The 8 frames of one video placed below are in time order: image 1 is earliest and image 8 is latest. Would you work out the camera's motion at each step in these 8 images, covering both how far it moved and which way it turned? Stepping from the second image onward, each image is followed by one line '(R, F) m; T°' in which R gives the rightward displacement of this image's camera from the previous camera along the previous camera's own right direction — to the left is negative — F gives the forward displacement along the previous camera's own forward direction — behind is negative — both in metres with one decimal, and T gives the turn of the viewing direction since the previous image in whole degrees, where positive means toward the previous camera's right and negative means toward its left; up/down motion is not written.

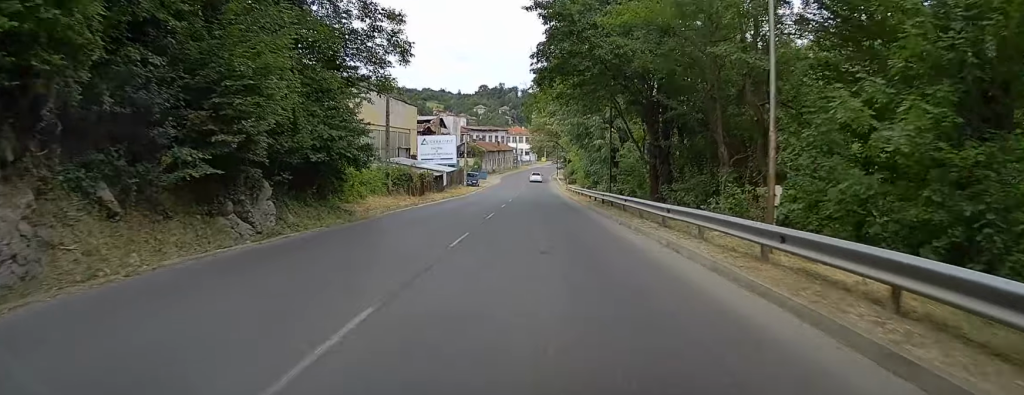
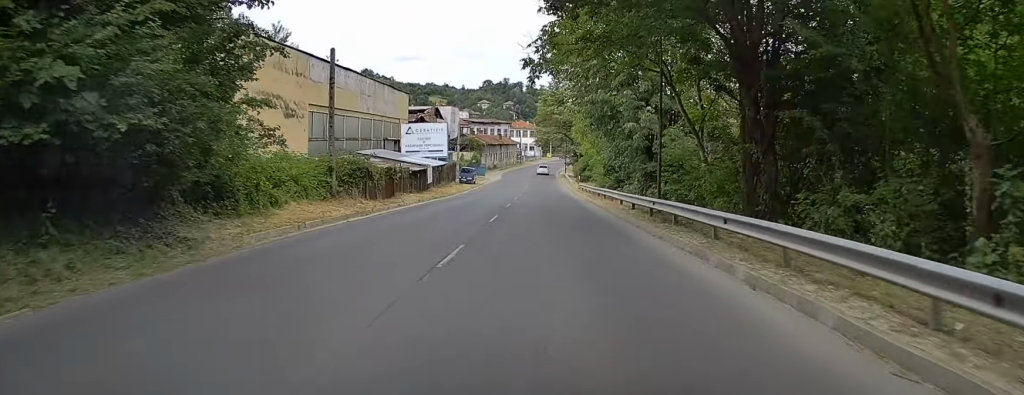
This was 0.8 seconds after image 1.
(-0.1, +12.0) m; -1°
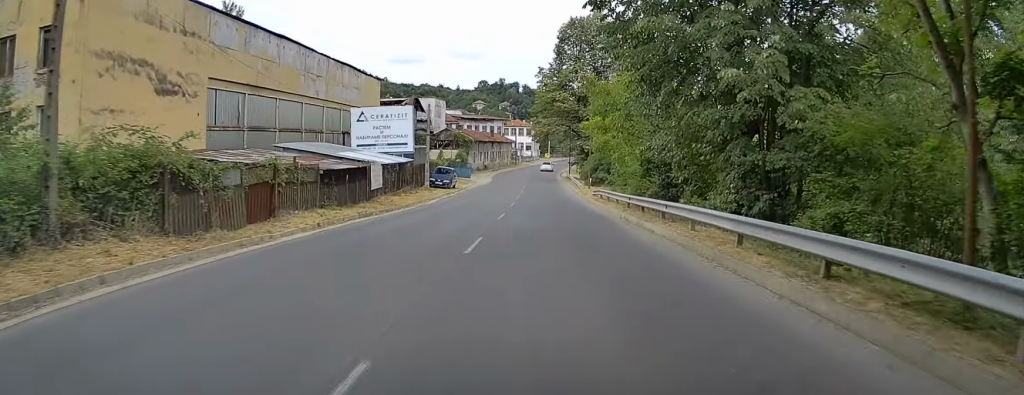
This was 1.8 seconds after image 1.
(0.0, +16.8) m; 0°
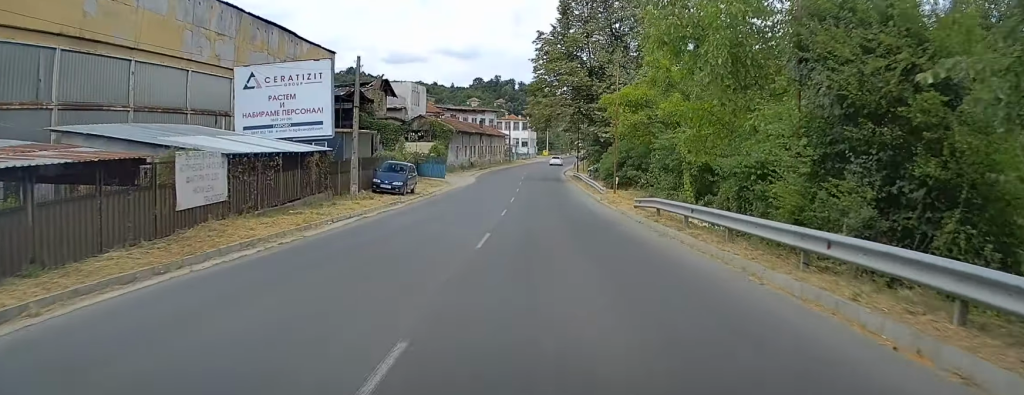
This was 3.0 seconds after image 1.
(+0.2, +18.2) m; +1°
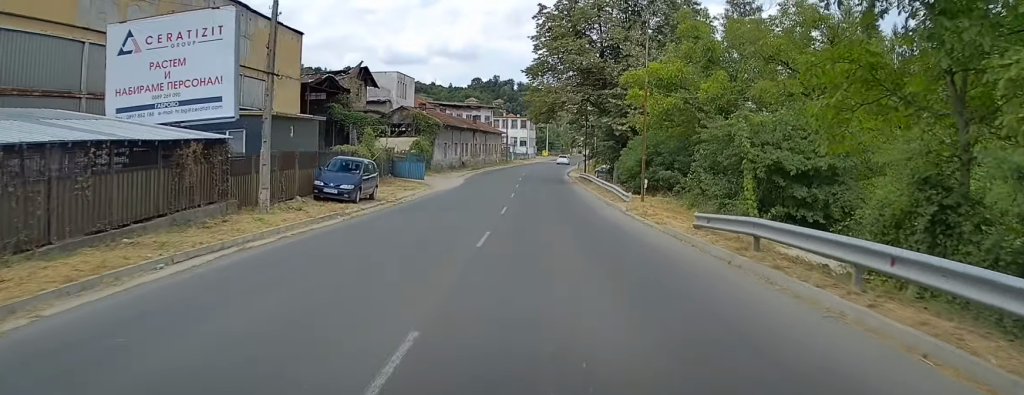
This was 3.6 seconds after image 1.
(0.0, +9.4) m; 0°
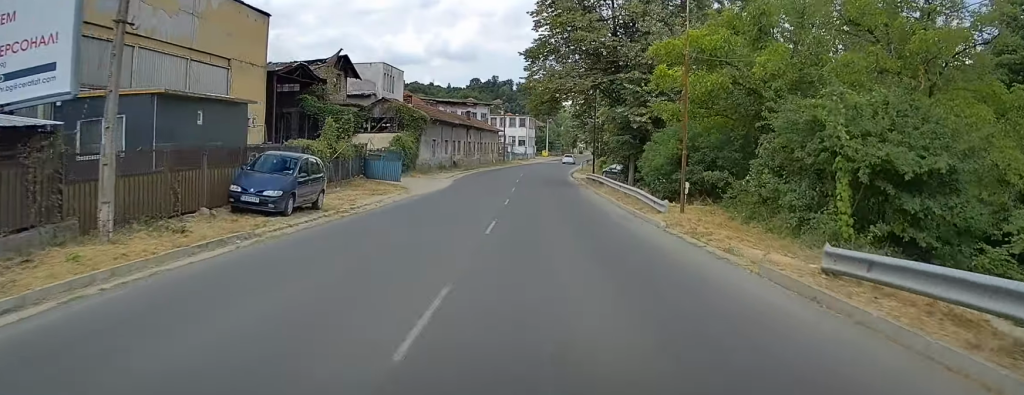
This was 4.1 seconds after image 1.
(0.0, +7.3) m; 0°
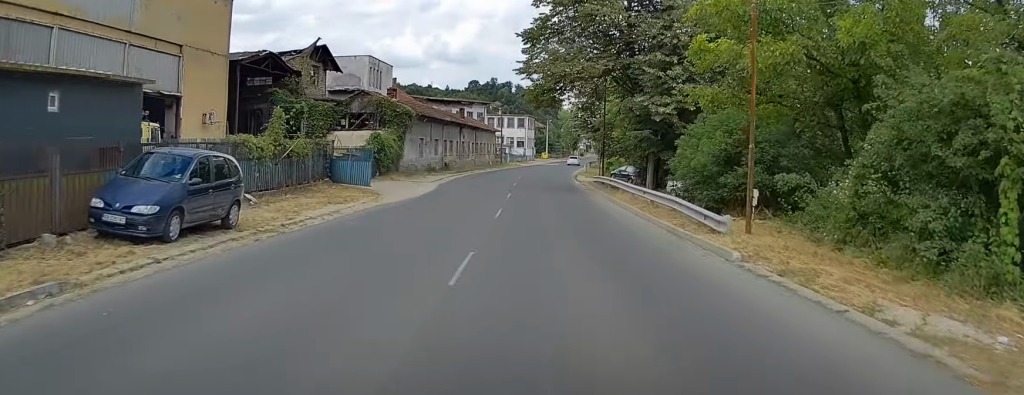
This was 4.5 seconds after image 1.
(0.0, +6.3) m; 0°
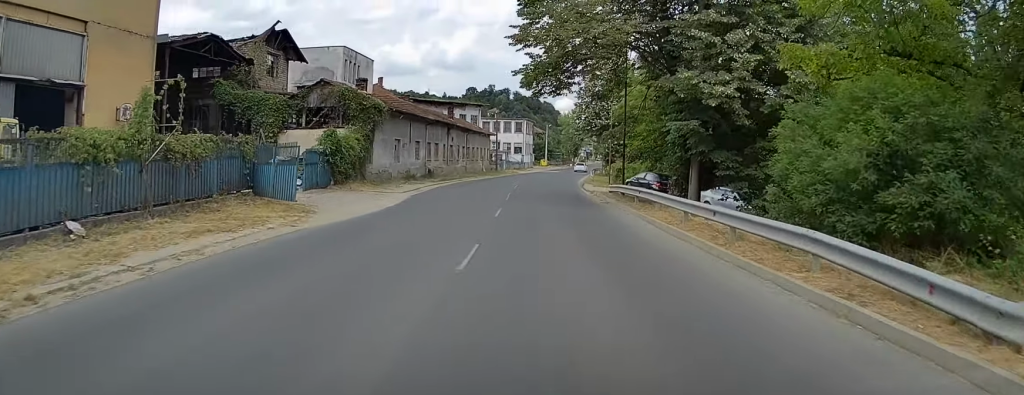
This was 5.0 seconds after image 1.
(0.0, +8.9) m; 0°
